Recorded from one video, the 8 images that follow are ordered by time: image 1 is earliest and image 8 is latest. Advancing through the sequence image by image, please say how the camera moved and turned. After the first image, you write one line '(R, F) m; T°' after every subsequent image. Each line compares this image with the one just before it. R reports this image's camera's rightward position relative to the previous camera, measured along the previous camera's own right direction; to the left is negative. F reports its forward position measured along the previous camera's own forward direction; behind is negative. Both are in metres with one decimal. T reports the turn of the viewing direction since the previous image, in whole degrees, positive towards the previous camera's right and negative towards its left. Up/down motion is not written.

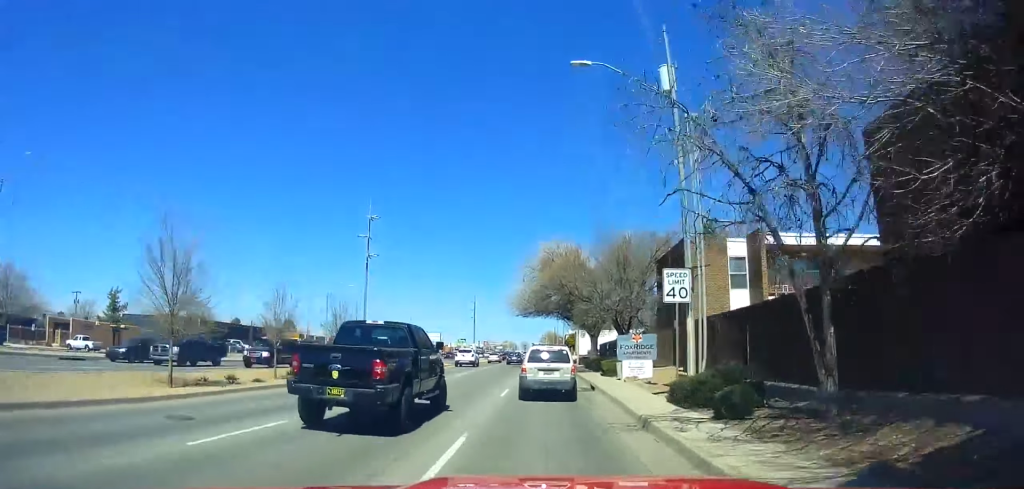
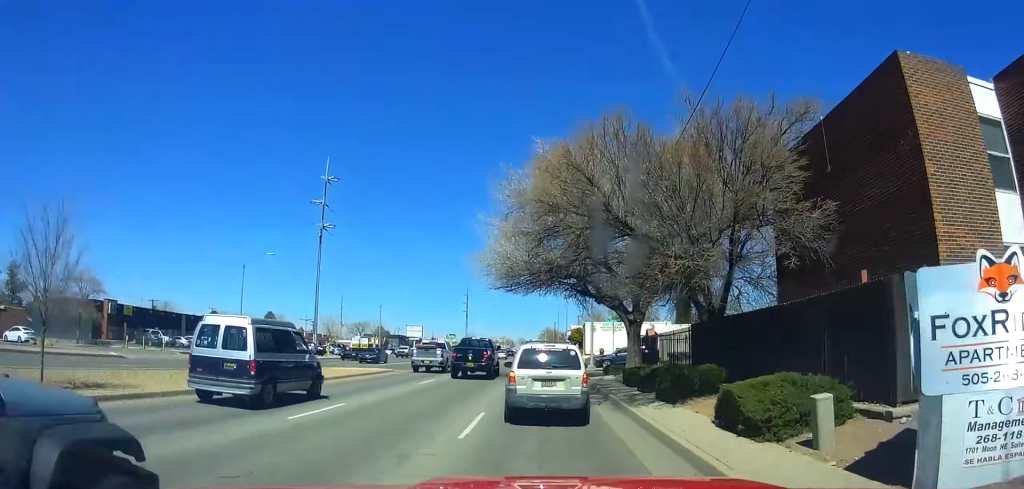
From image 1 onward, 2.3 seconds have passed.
(+0.1, +22.8) m; +2°
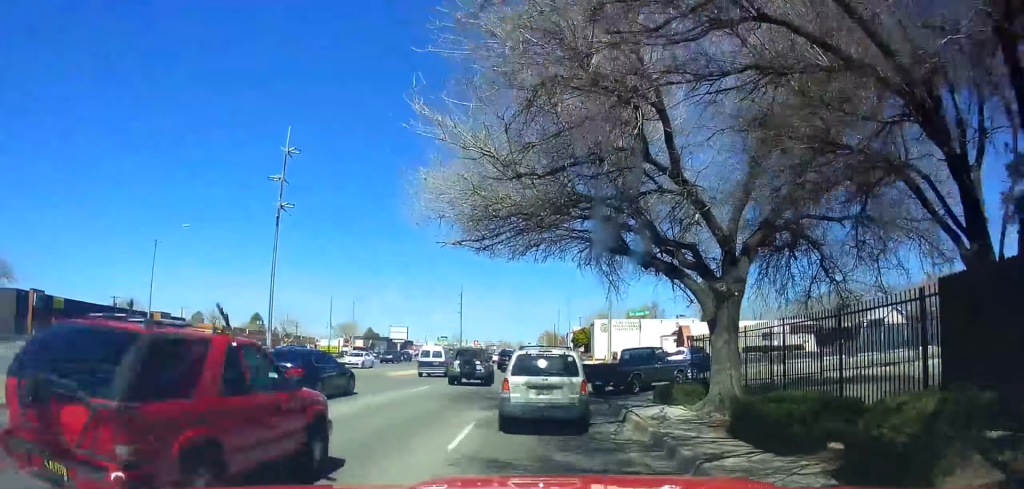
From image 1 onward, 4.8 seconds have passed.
(+0.7, +21.0) m; -1°
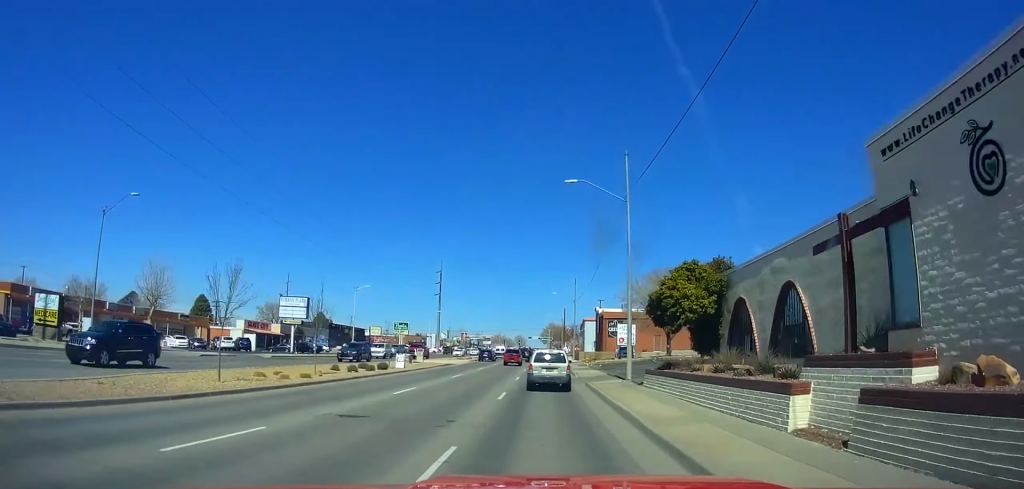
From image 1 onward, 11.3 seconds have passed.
(-1.5, +59.4) m; -2°
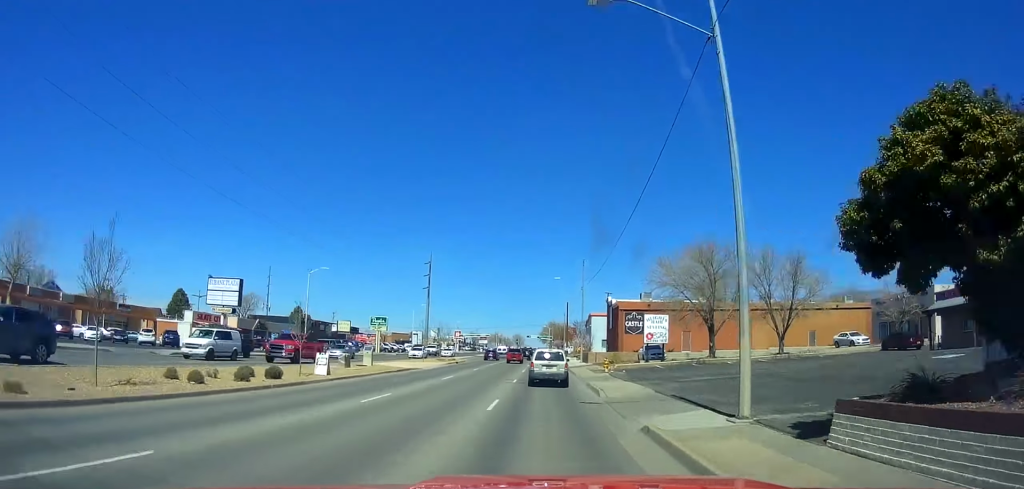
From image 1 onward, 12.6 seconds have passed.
(-0.1, +15.1) m; 0°
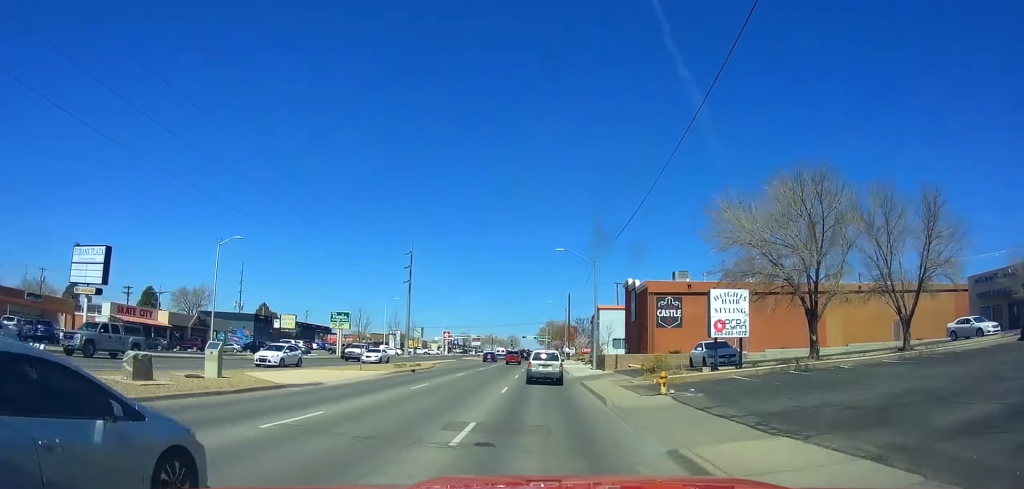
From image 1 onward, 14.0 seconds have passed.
(-0.2, +16.7) m; 0°
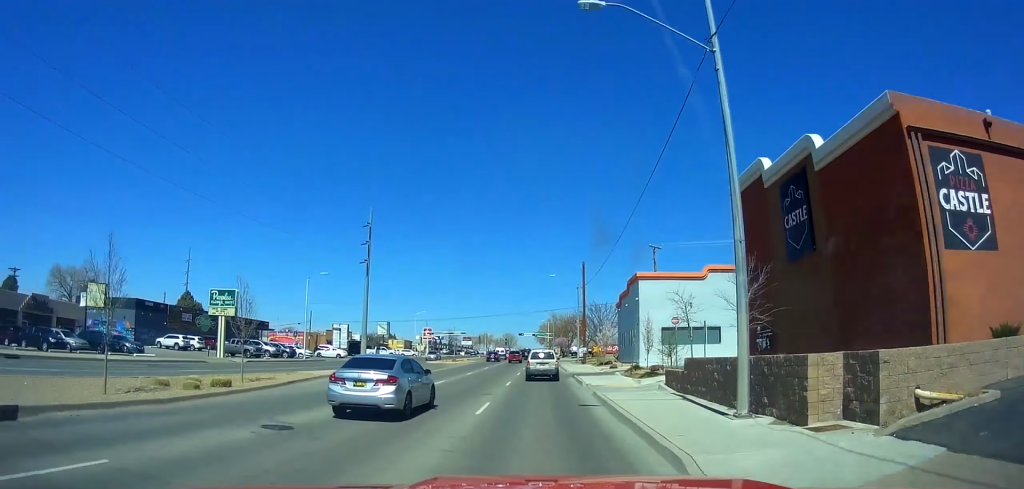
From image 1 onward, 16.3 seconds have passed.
(0.0, +29.4) m; +1°
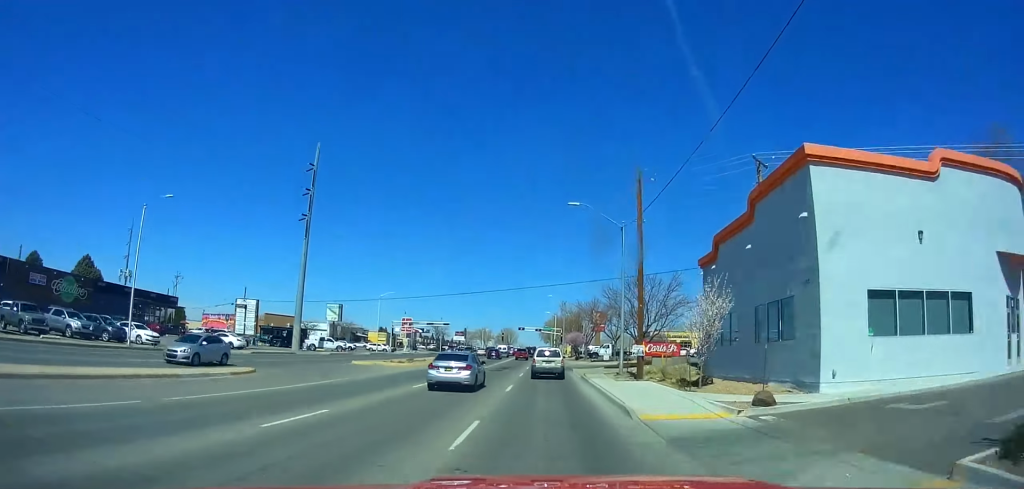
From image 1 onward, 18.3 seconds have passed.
(+0.1, +25.7) m; 0°
